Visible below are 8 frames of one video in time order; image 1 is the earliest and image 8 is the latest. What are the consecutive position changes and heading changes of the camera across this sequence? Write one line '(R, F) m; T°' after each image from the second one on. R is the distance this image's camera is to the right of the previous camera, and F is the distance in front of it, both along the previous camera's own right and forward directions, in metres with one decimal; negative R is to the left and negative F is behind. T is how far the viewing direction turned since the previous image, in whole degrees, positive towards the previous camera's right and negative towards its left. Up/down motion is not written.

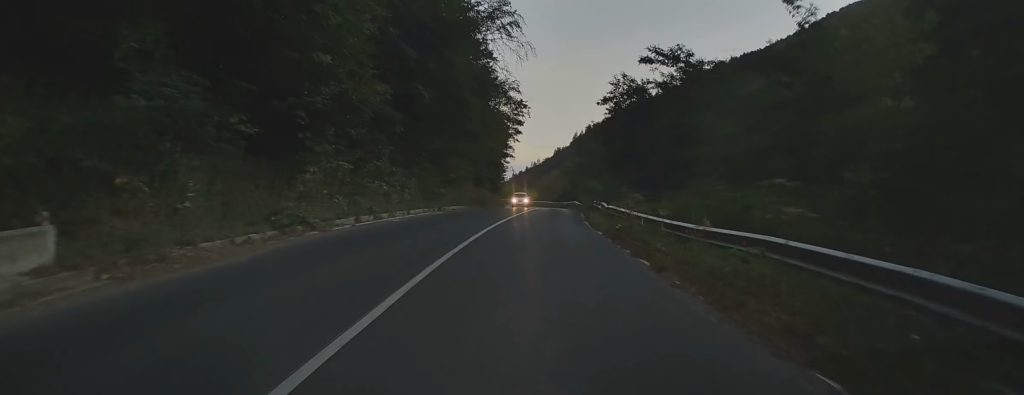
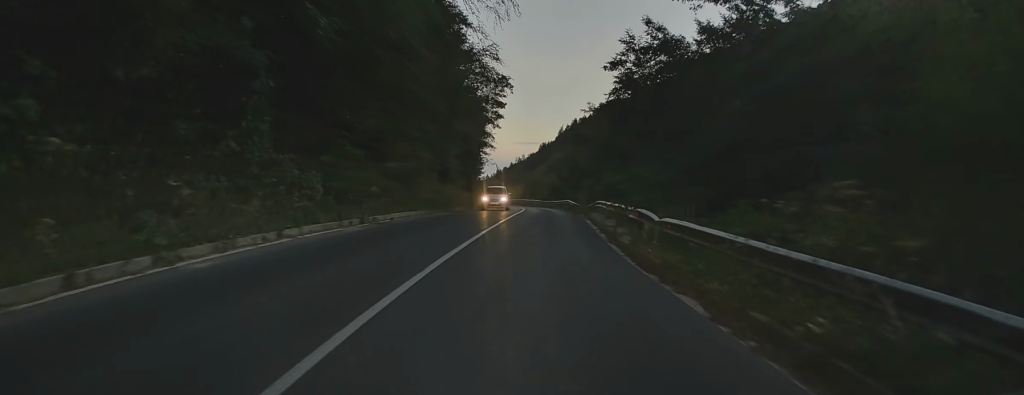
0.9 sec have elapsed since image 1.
(+0.2, +14.1) m; +2°
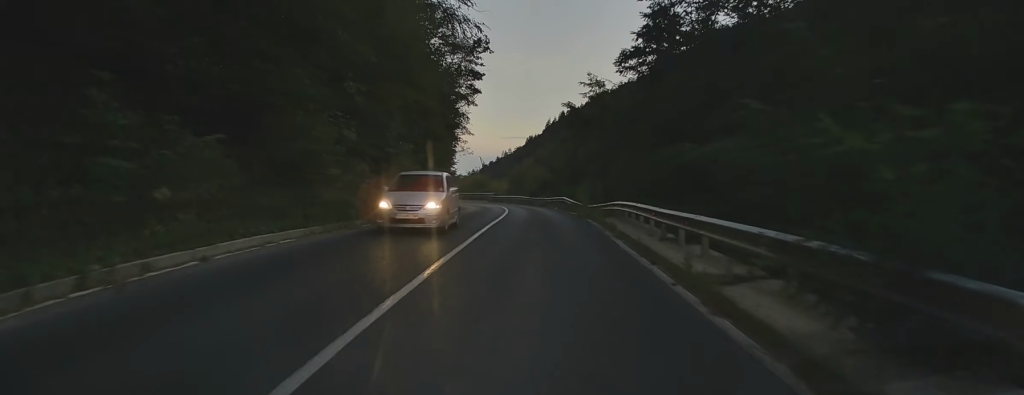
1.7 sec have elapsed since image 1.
(+0.2, +13.9) m; +1°
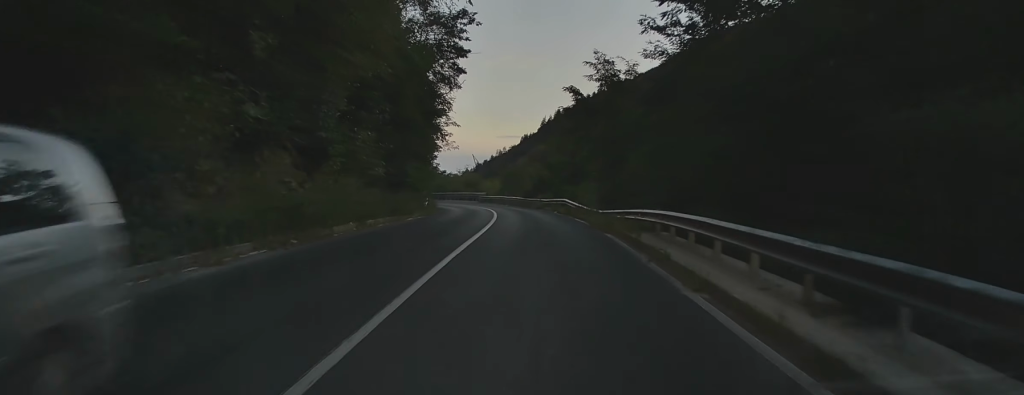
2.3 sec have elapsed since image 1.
(+0.1, +8.5) m; +1°
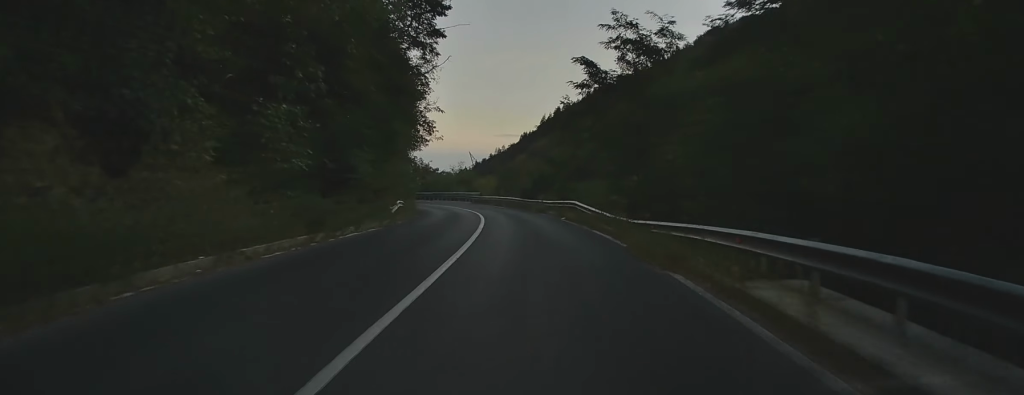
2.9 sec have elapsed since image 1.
(0.0, +9.8) m; -1°
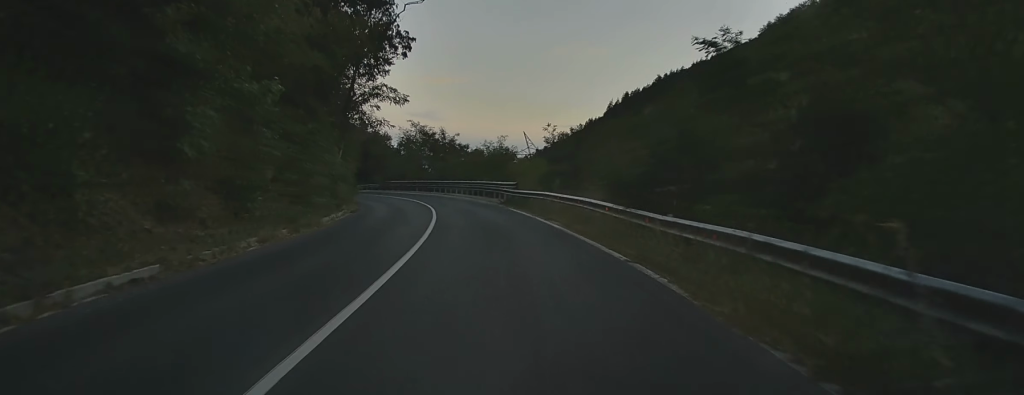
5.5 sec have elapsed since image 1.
(-1.6, +37.8) m; -6°
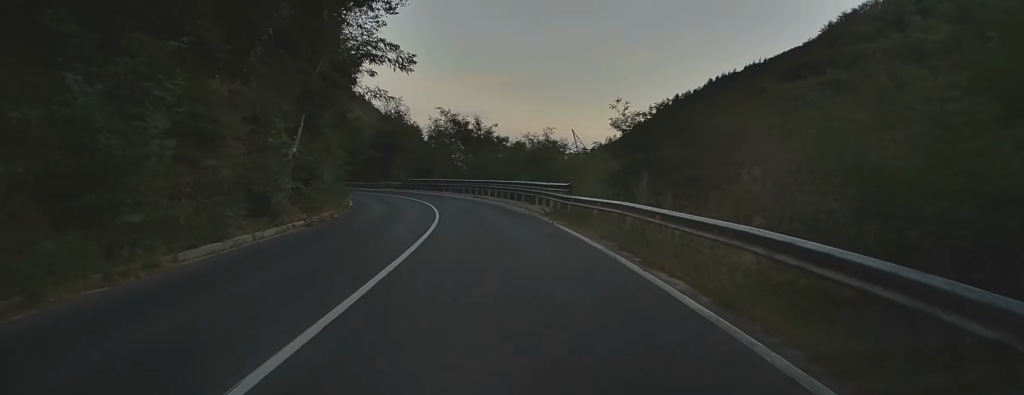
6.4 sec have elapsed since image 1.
(-0.2, +12.9) m; -4°
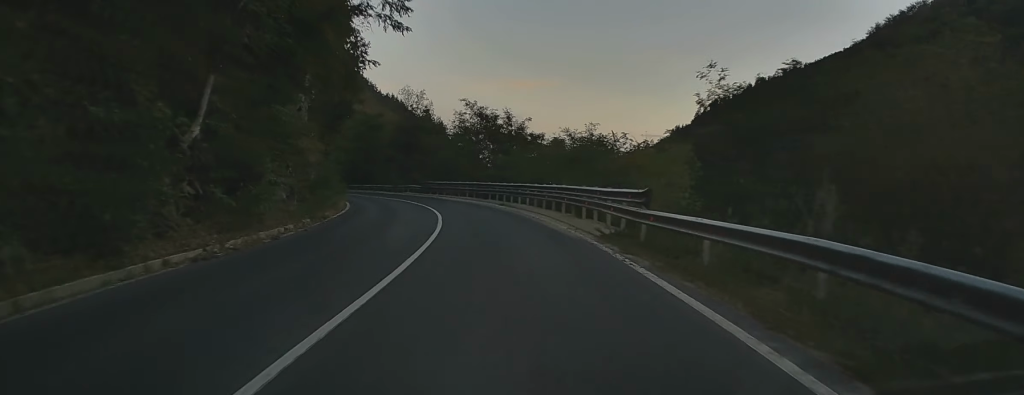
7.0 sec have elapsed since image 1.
(-0.5, +9.4) m; -4°
